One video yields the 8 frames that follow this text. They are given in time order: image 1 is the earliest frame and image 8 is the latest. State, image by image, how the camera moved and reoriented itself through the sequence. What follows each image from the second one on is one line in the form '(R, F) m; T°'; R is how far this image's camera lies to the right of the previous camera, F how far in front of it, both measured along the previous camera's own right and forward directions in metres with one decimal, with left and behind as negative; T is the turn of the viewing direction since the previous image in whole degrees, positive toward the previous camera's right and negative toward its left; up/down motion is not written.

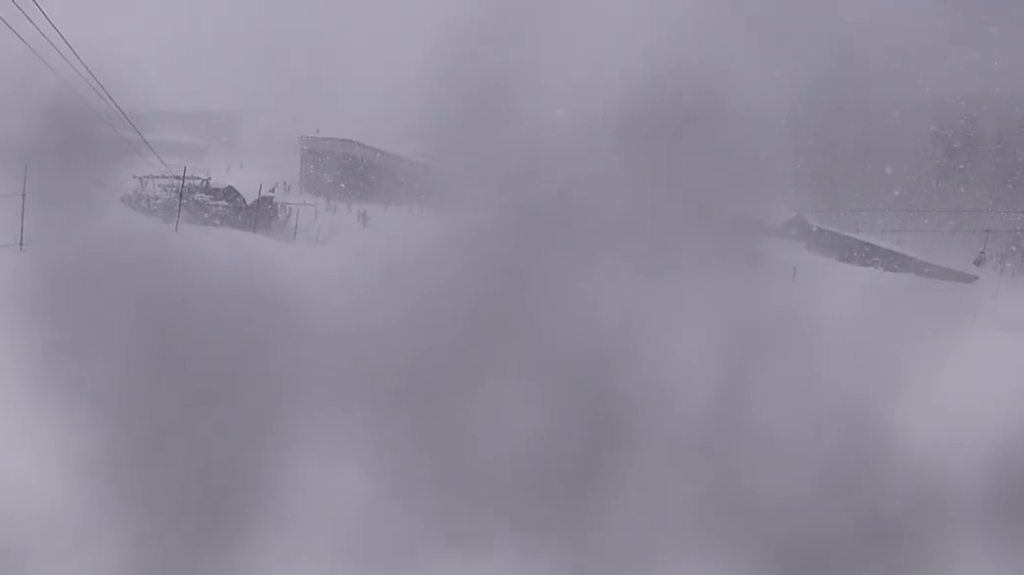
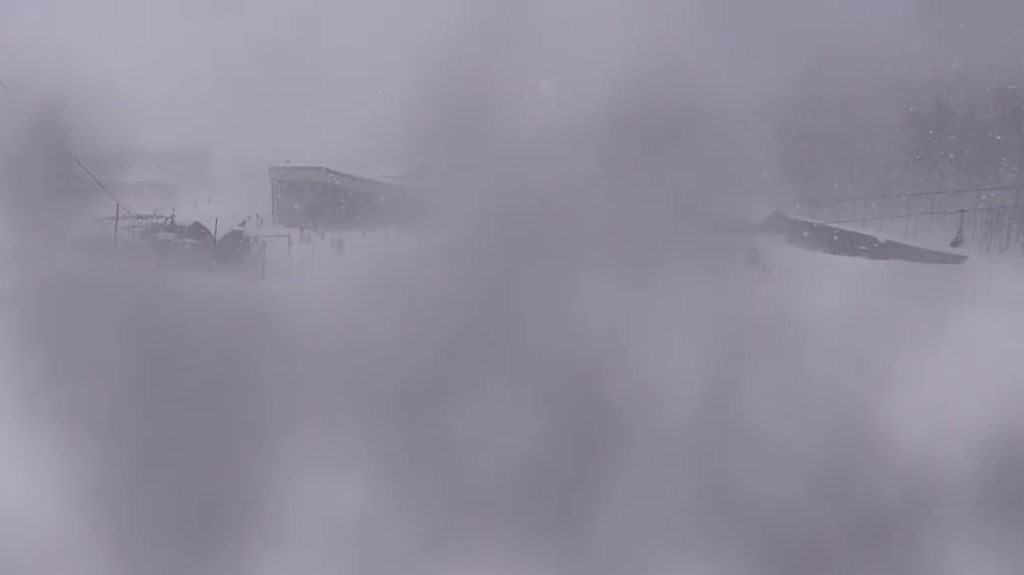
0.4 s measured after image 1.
(+0.1, +2.8) m; -5°
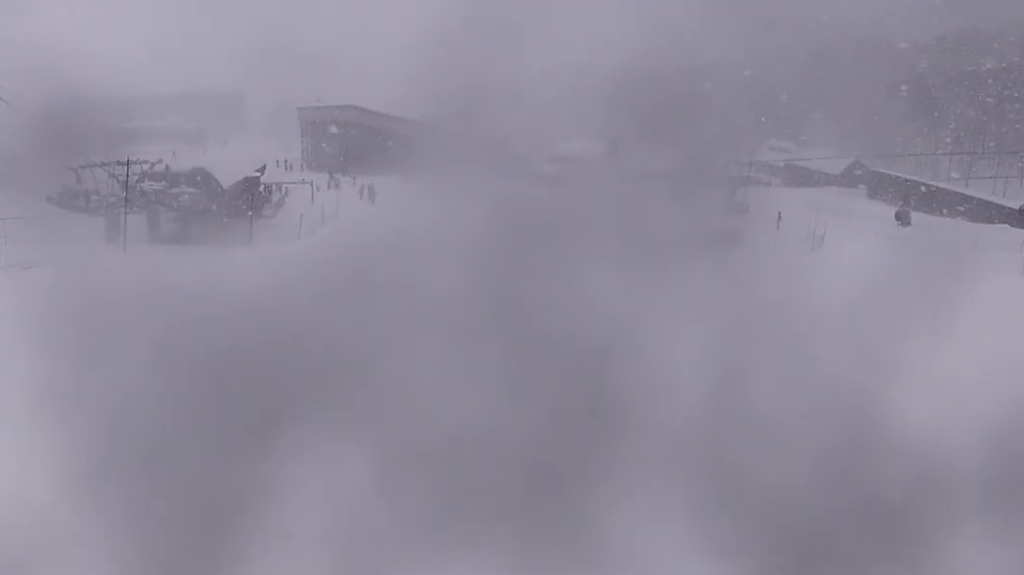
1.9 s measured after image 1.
(-1.6, +9.9) m; -8°
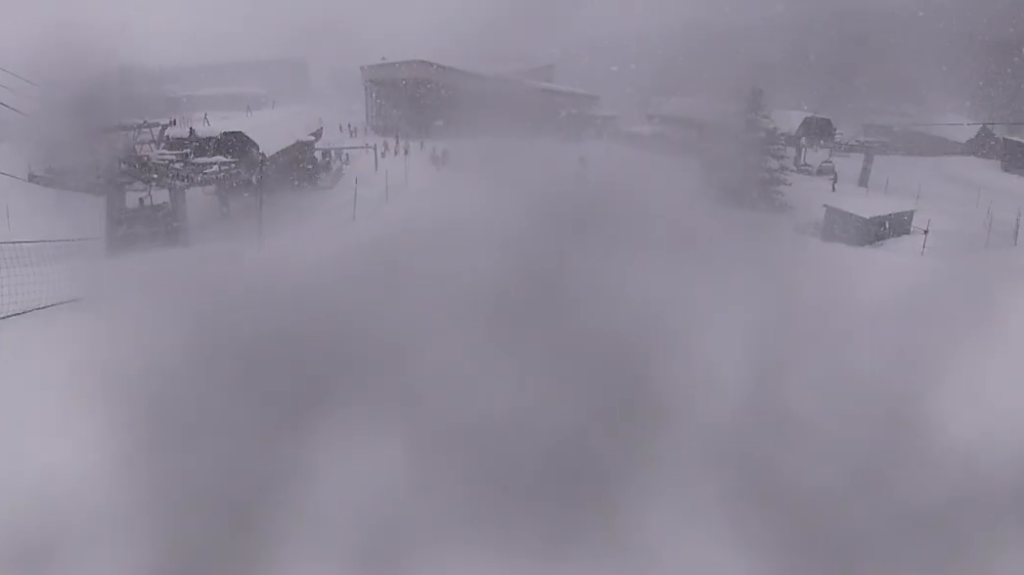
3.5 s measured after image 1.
(+0.4, +11.1) m; +5°
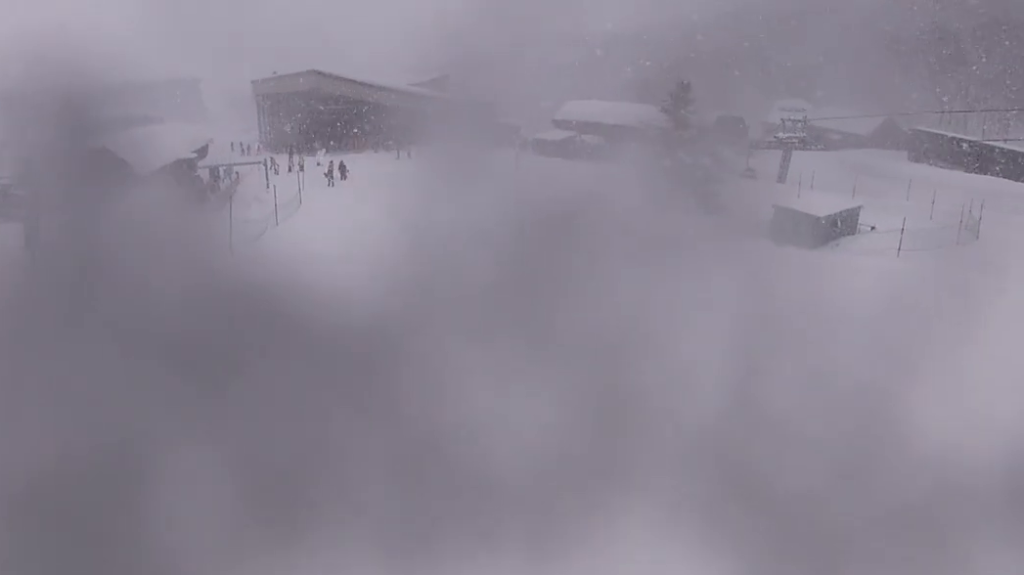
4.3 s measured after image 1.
(+0.5, +6.0) m; 0°
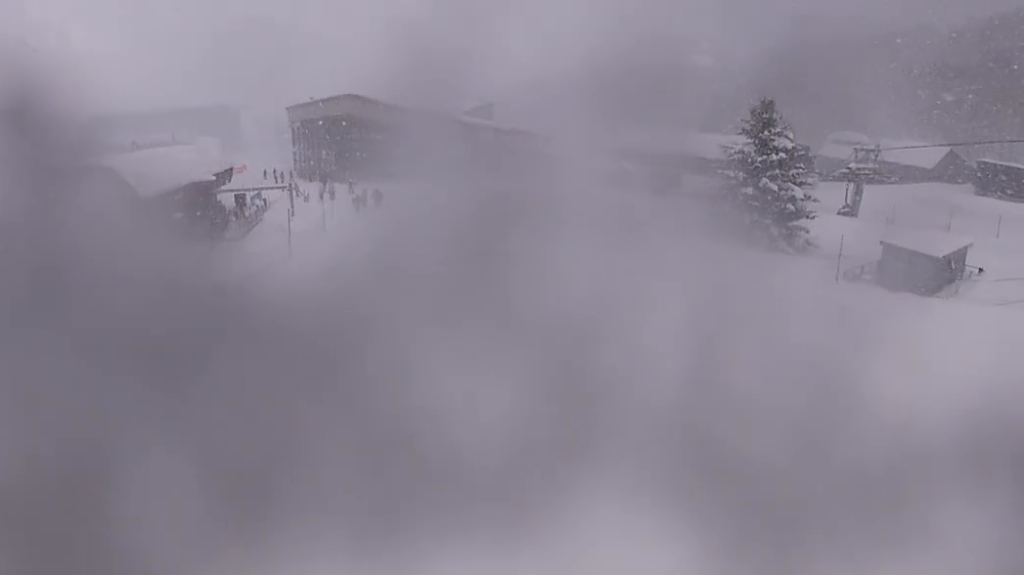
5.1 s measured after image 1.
(+0.2, +5.7) m; -1°
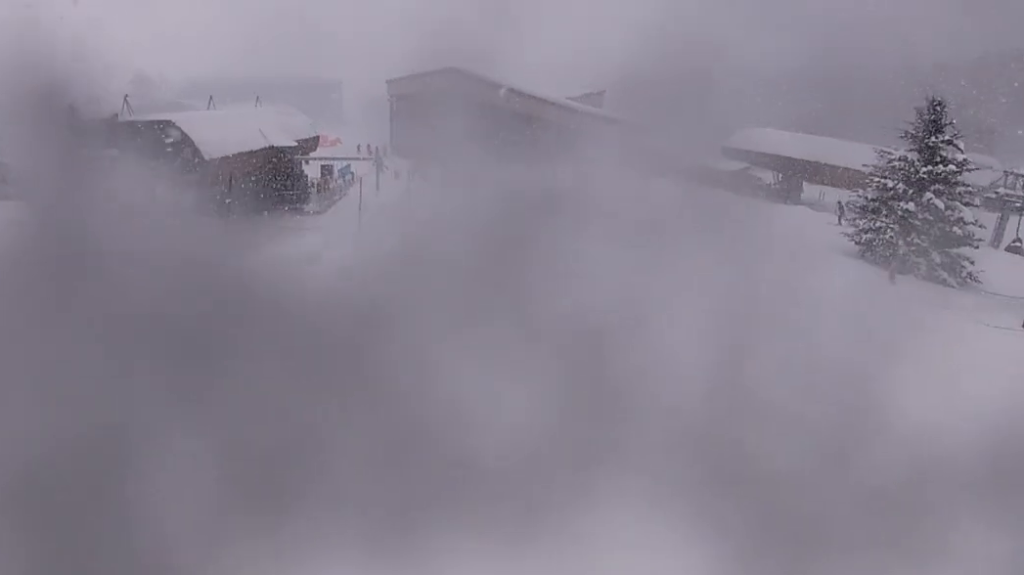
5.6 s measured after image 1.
(-0.9, +4.5) m; 0°
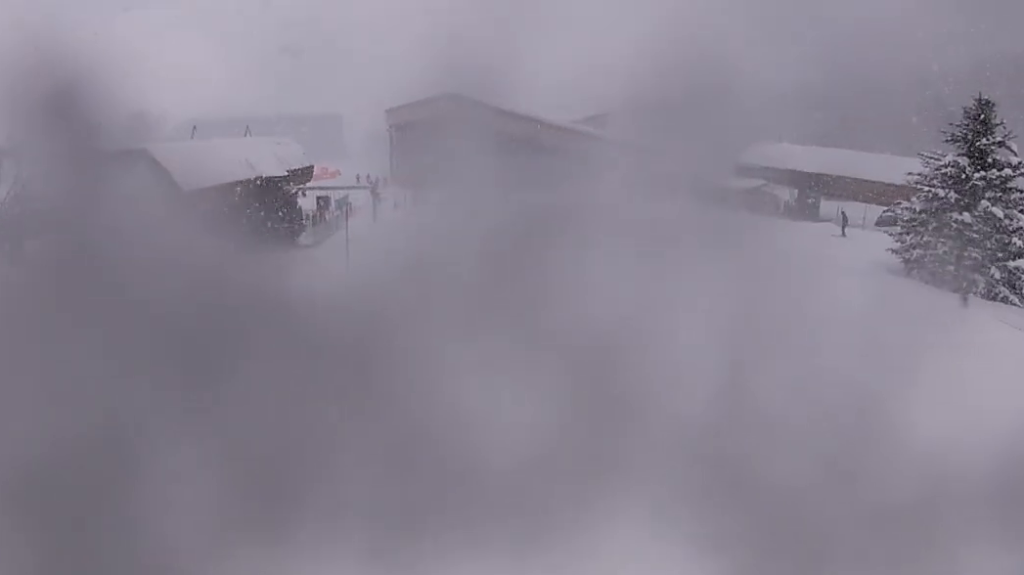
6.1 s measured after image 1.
(+0.2, +3.2) m; +3°
